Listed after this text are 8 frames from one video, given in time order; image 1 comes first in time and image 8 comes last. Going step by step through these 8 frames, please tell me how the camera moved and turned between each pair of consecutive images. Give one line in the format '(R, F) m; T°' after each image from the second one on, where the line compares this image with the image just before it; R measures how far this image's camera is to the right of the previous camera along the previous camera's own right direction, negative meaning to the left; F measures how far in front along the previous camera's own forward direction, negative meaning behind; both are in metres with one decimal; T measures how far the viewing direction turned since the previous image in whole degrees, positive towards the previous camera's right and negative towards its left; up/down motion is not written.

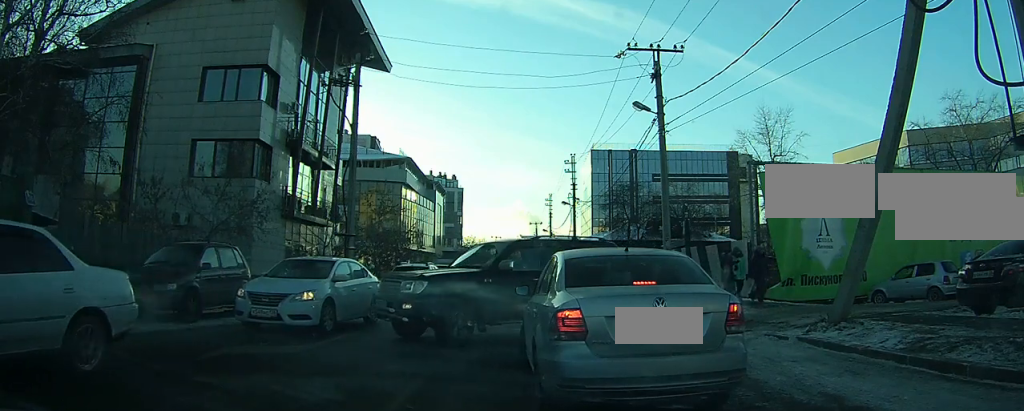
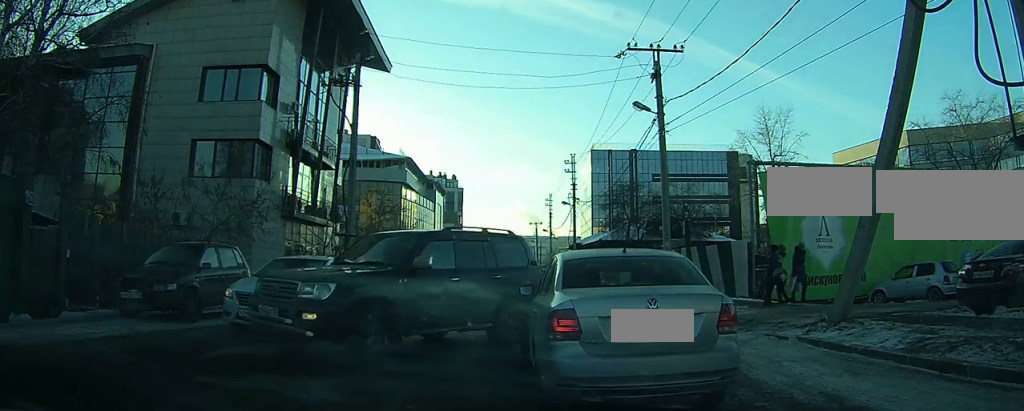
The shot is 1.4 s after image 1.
(+0.1, -0.1) m; 0°
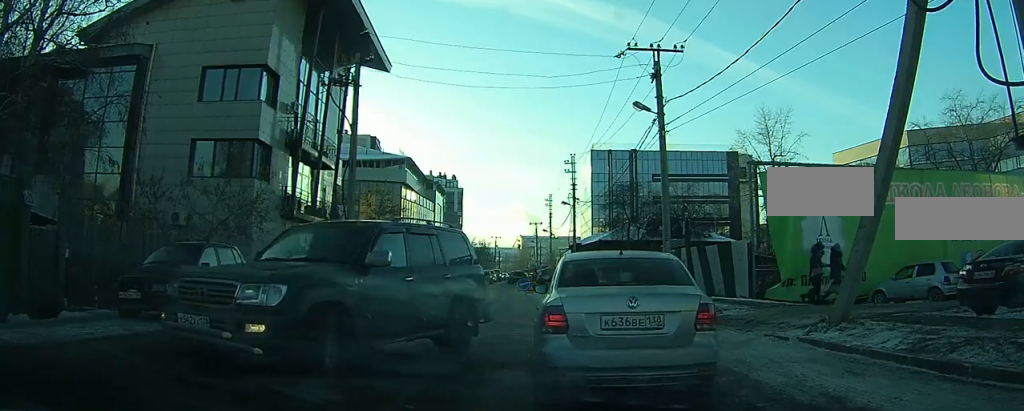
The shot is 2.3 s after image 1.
(+0.1, -0.2) m; 0°
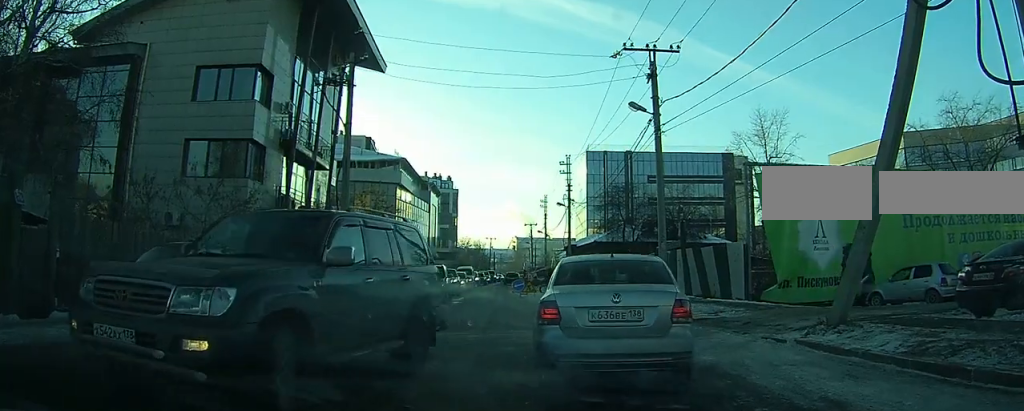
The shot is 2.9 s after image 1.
(+0.1, 0.0) m; 0°
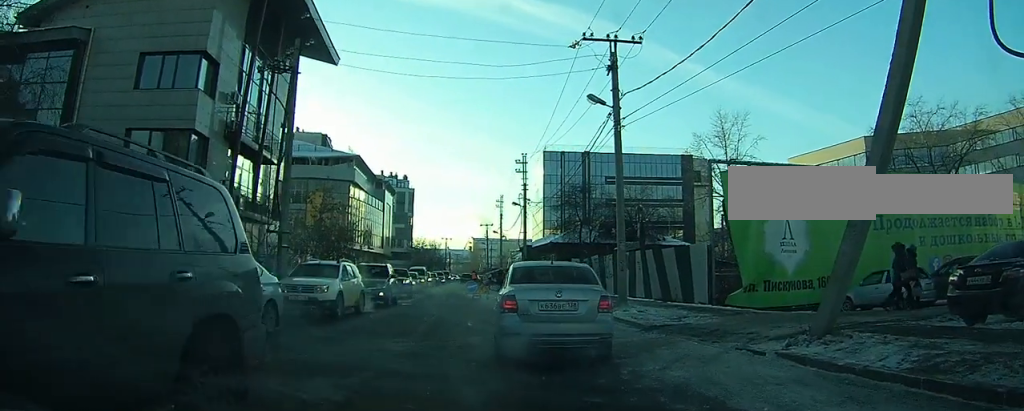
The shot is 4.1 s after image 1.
(+0.2, +1.0) m; 0°
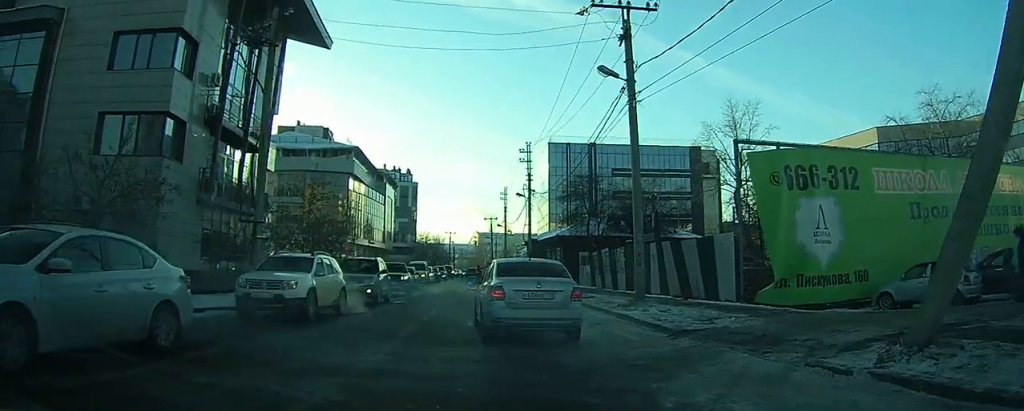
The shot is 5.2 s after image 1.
(0.0, +1.6) m; -1°
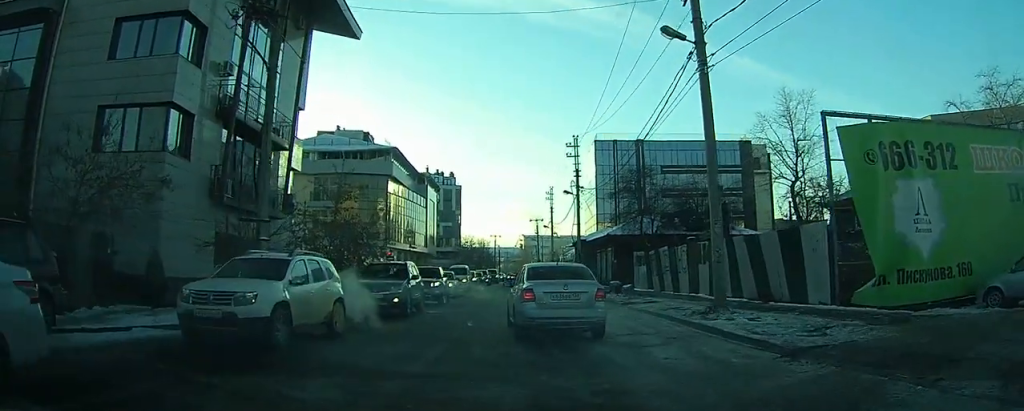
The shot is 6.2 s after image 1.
(-0.1, +2.0) m; -2°
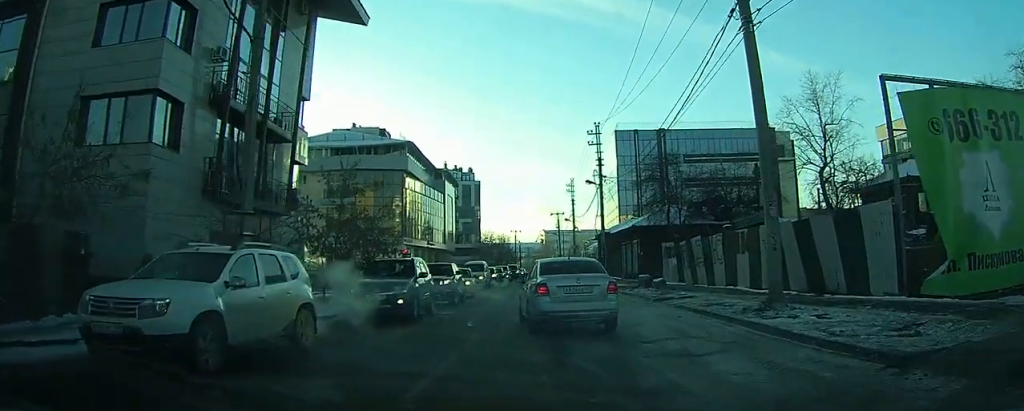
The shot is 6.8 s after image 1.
(0.0, +1.4) m; 0°
